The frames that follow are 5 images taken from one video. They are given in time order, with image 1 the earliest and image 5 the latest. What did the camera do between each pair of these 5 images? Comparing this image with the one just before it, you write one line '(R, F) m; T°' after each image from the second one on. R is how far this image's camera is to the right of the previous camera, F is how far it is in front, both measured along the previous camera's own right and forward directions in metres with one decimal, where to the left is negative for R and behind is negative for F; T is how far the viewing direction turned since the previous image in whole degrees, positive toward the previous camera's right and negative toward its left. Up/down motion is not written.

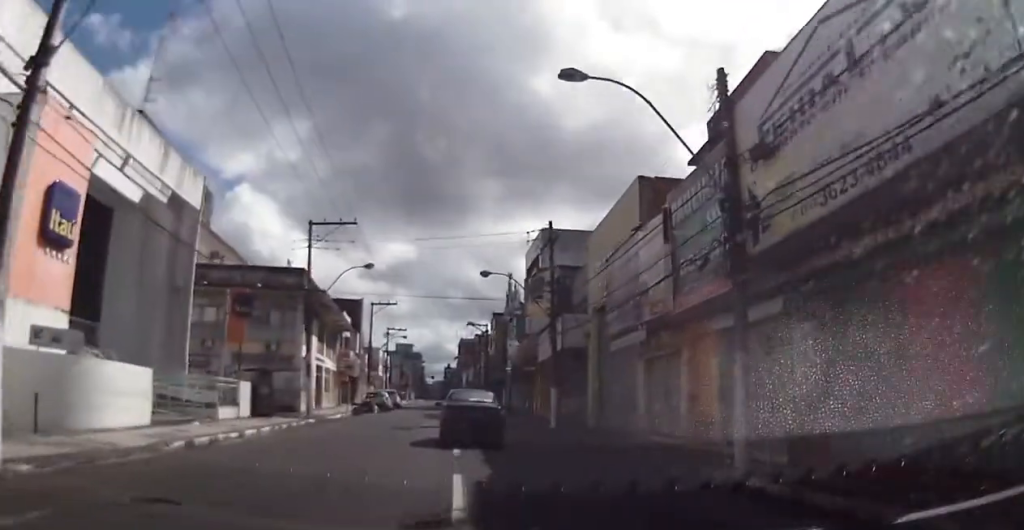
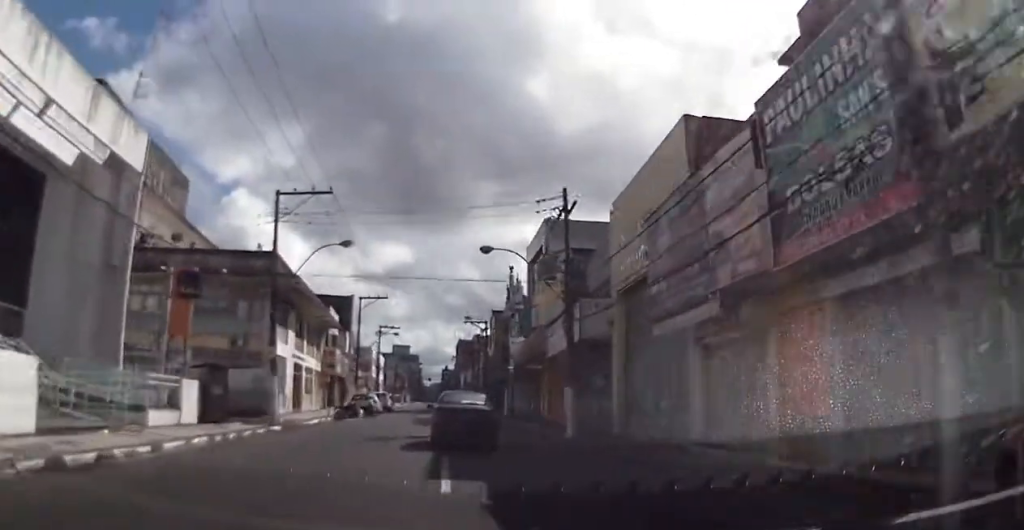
(+0.1, +5.4) m; -1°
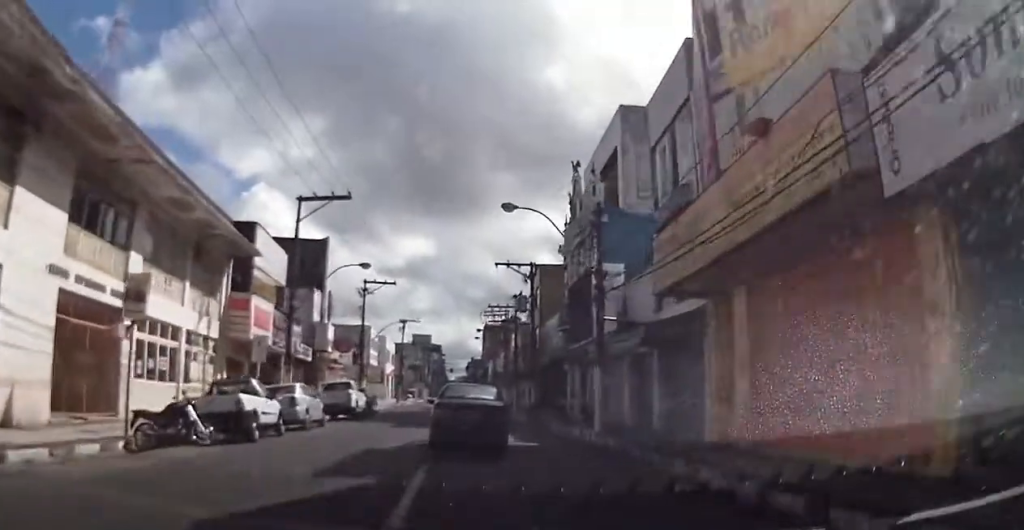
(-0.1, +27.0) m; 0°
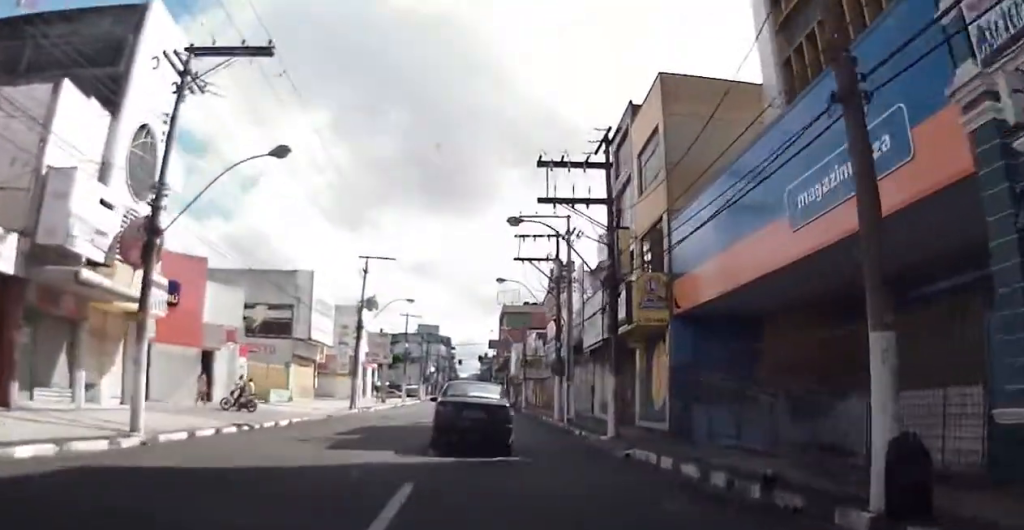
(-0.7, +36.6) m; -3°
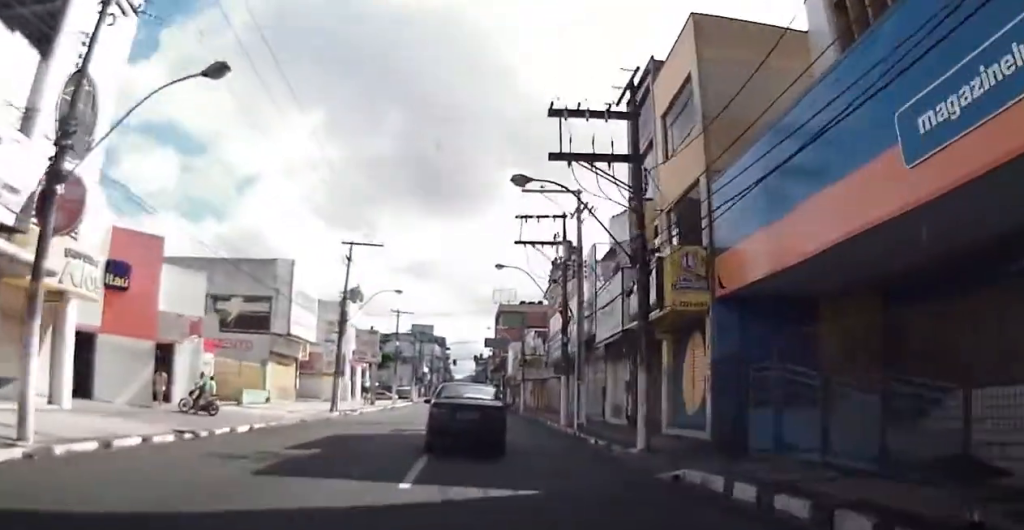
(0.0, +4.3) m; 0°
